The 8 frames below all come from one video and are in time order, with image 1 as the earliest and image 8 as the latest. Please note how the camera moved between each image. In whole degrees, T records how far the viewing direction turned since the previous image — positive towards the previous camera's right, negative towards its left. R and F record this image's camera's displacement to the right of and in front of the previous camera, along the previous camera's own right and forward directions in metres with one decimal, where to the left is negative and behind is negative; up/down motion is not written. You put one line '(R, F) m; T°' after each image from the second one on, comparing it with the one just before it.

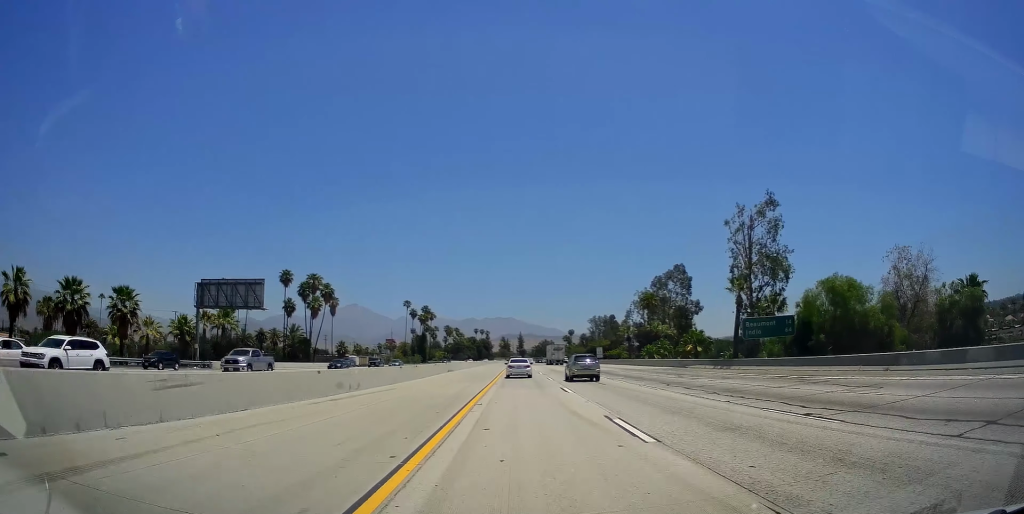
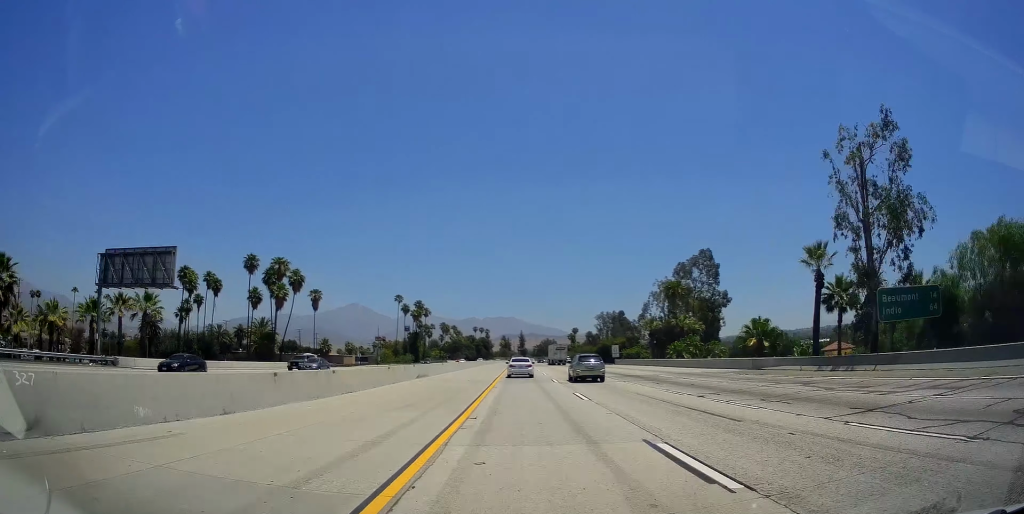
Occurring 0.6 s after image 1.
(0.0, +18.6) m; 0°
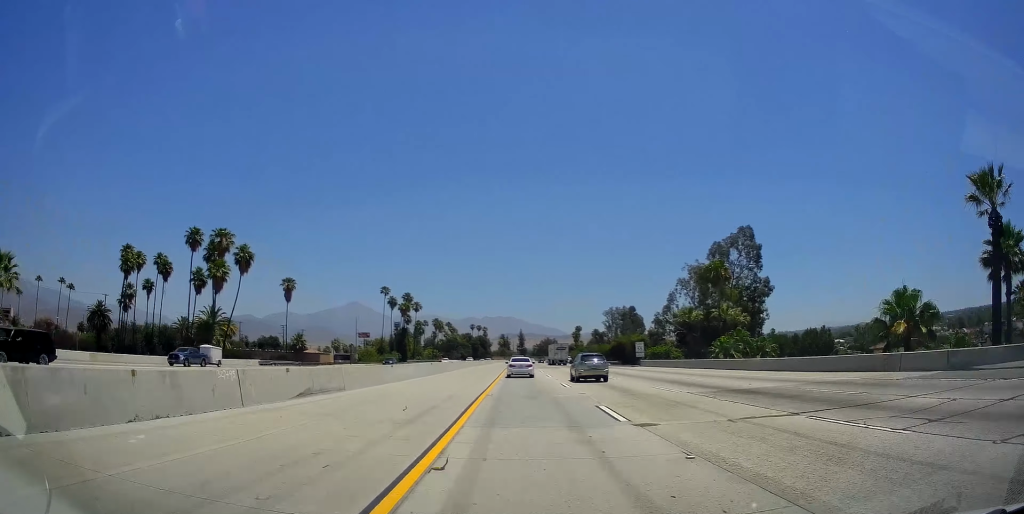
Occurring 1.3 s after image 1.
(+0.1, +21.6) m; 0°
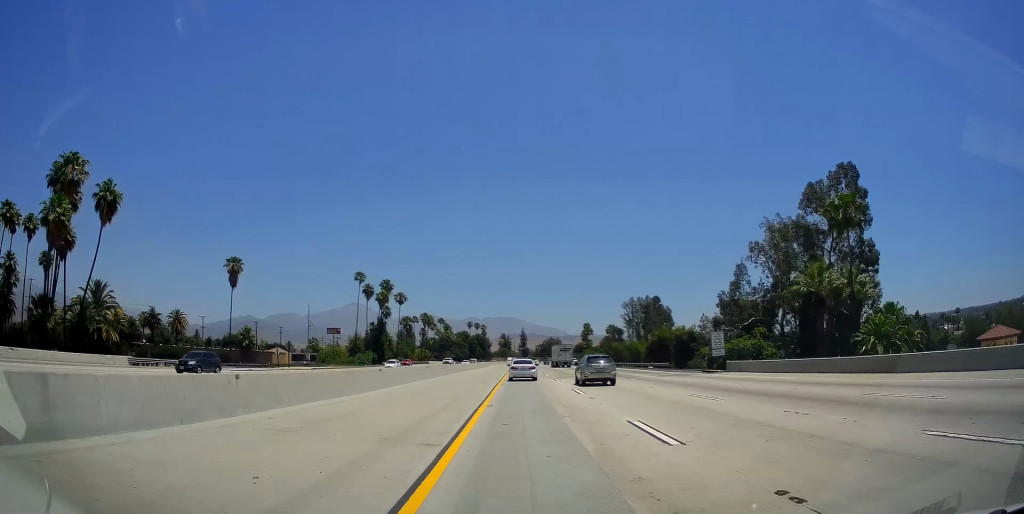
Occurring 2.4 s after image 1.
(+0.1, +32.5) m; 0°
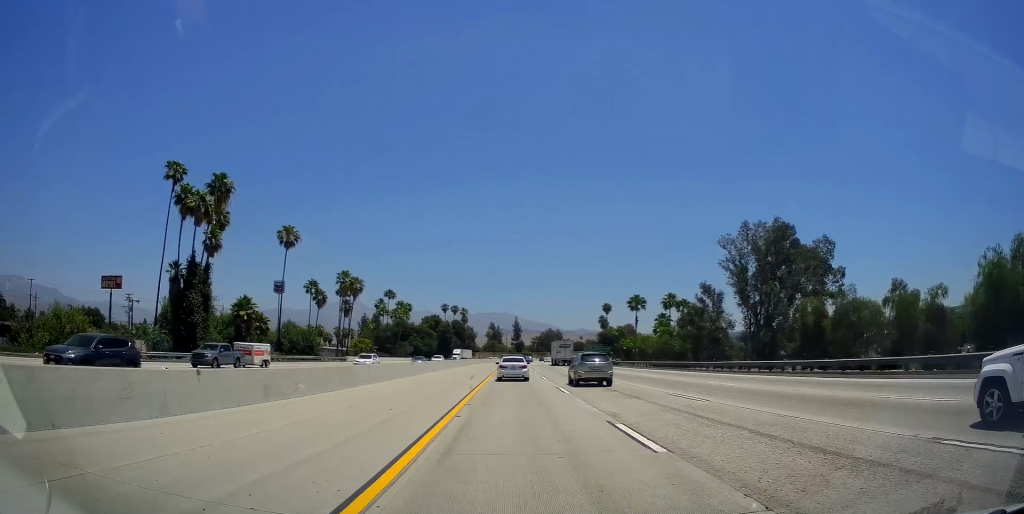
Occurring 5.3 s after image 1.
(+0.1, +88.3) m; 0°
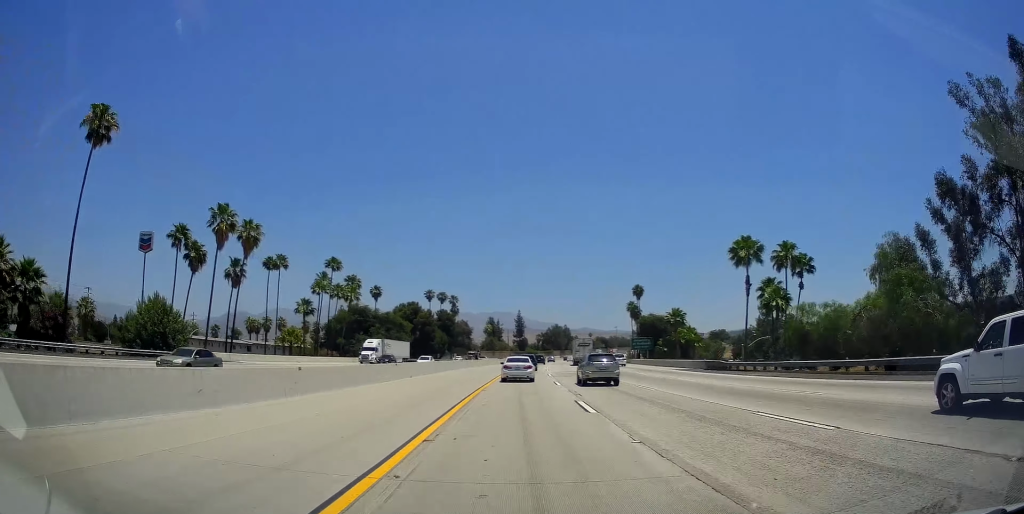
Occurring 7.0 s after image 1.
(0.0, +51.4) m; 0°
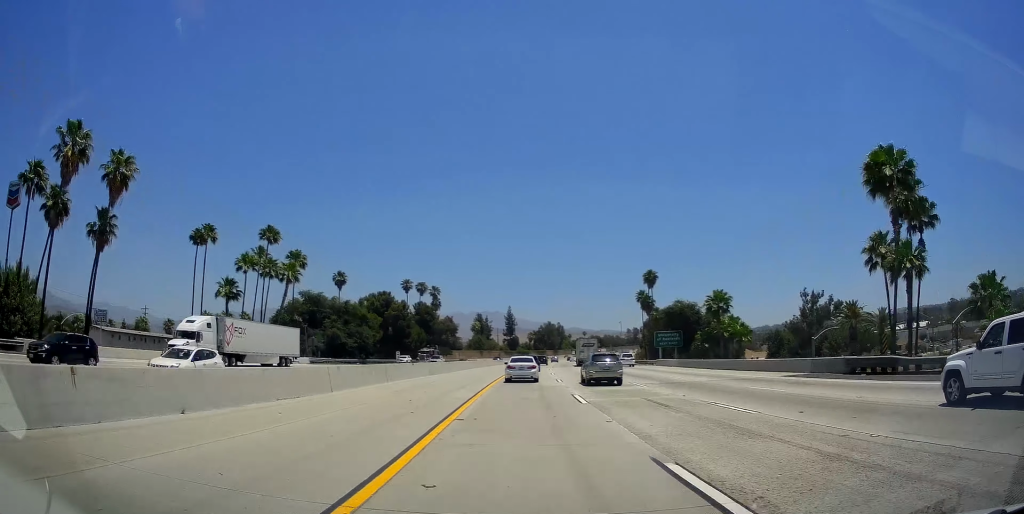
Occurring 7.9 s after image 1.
(0.0, +25.1) m; 0°
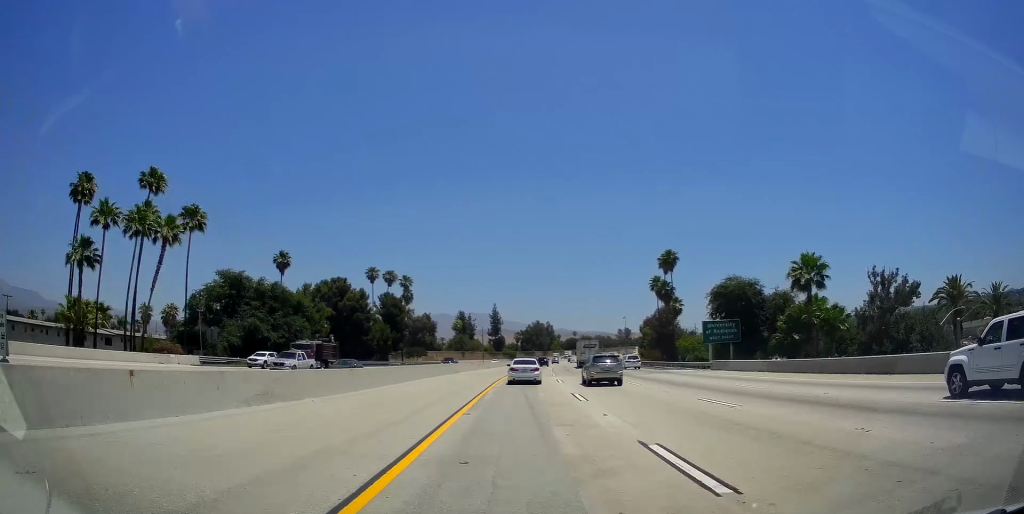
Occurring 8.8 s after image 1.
(+0.1, +26.8) m; +1°
